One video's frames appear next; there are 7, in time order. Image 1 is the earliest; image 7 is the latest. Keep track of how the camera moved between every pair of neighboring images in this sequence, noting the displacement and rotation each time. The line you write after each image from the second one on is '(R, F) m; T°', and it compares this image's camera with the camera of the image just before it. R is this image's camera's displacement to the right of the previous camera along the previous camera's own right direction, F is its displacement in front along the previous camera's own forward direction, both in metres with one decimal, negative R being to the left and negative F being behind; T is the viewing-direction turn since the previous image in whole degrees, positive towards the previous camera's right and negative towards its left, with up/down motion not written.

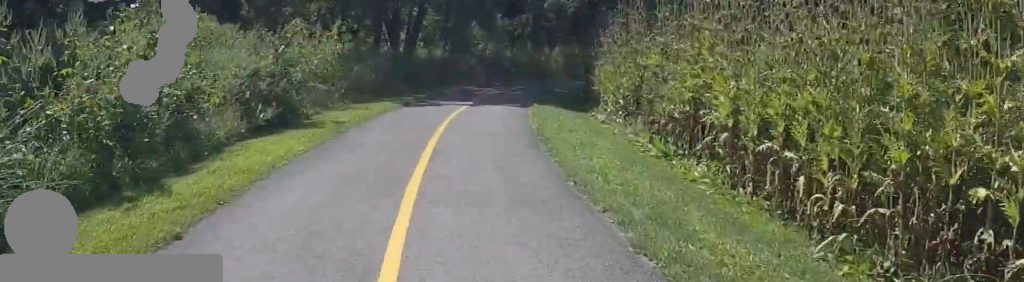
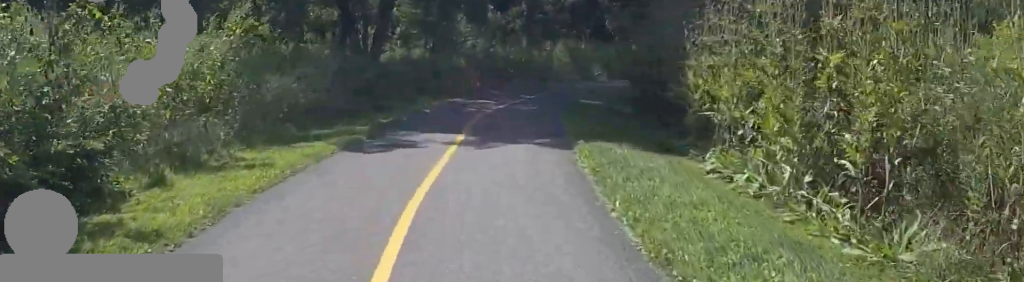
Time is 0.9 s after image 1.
(+0.7, +6.3) m; +1°
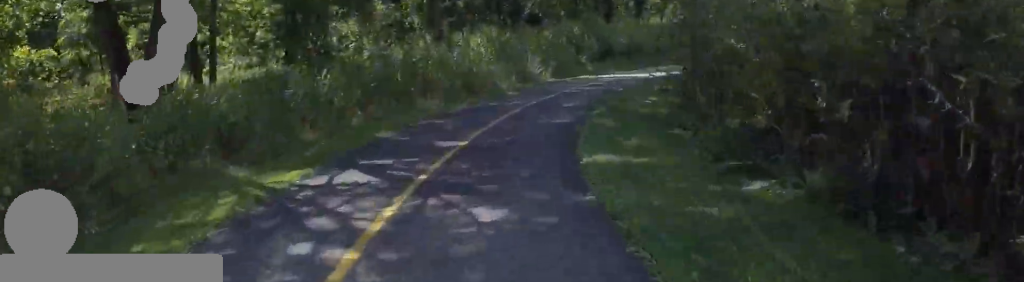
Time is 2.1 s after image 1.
(-0.5, +8.9) m; +5°
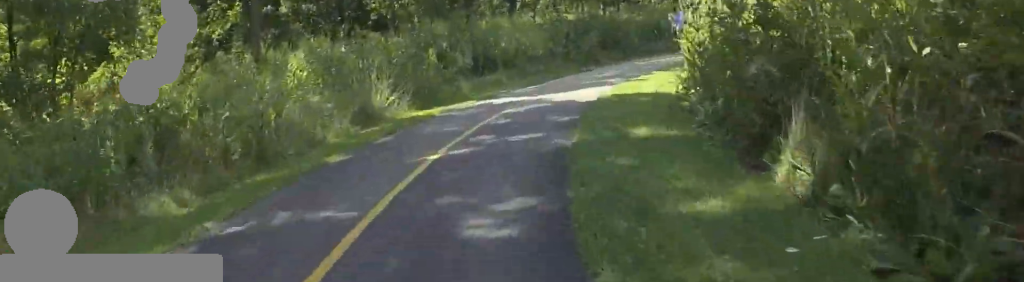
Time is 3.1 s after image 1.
(+0.9, +7.6) m; +13°
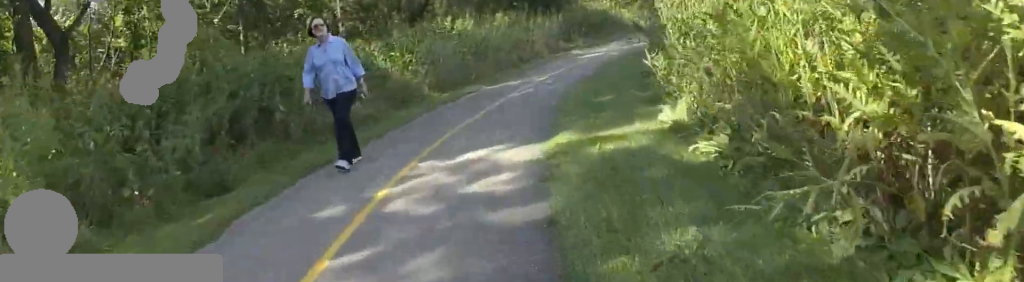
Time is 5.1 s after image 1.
(+4.0, +12.9) m; +38°
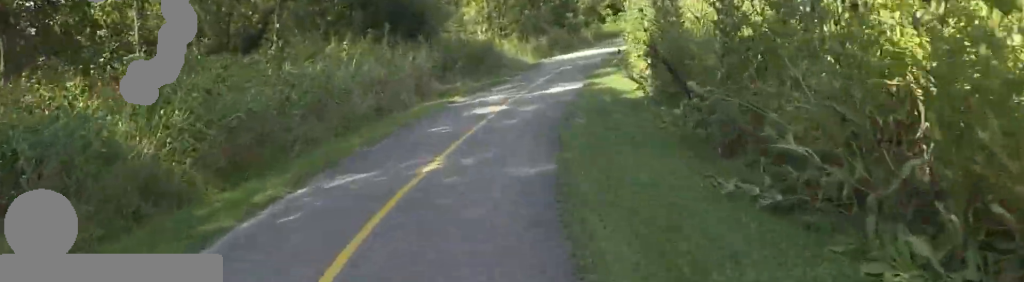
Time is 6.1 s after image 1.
(+1.1, +6.7) m; +15°
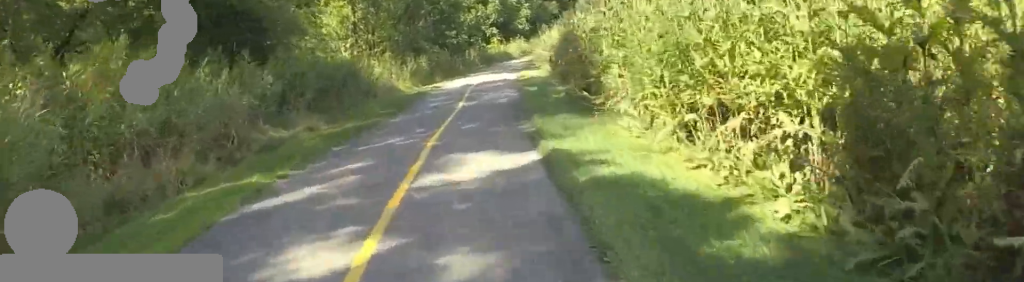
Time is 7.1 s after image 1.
(+0.8, +7.0) m; +7°
